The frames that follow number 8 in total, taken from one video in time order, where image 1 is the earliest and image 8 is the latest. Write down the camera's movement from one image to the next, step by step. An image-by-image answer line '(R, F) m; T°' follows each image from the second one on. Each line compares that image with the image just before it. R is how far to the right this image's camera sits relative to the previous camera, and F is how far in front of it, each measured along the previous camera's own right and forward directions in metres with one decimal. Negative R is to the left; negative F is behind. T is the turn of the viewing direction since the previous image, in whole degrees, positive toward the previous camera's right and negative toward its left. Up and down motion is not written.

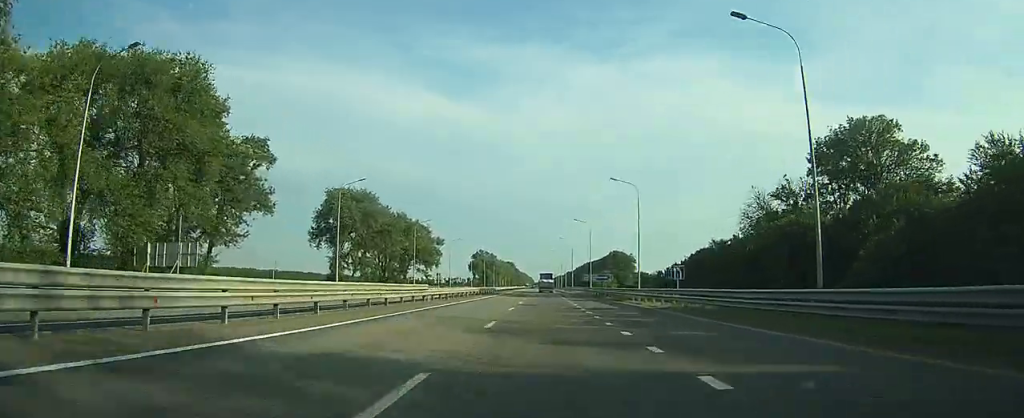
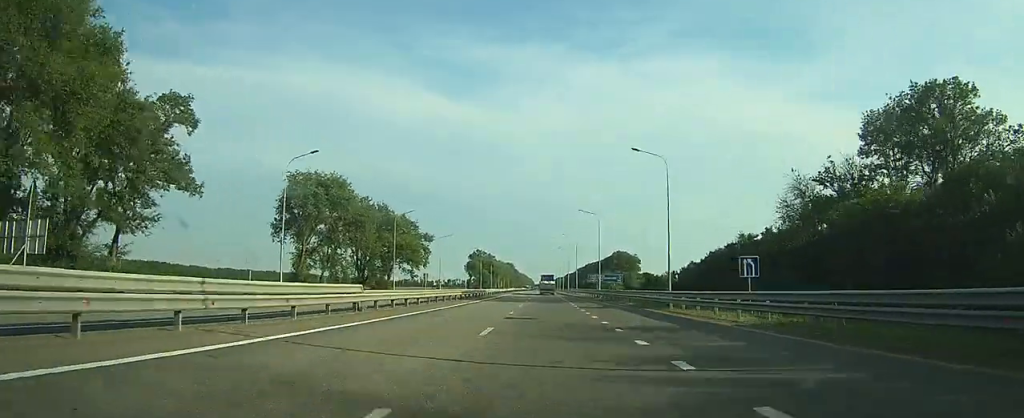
(0.0, +14.0) m; 0°
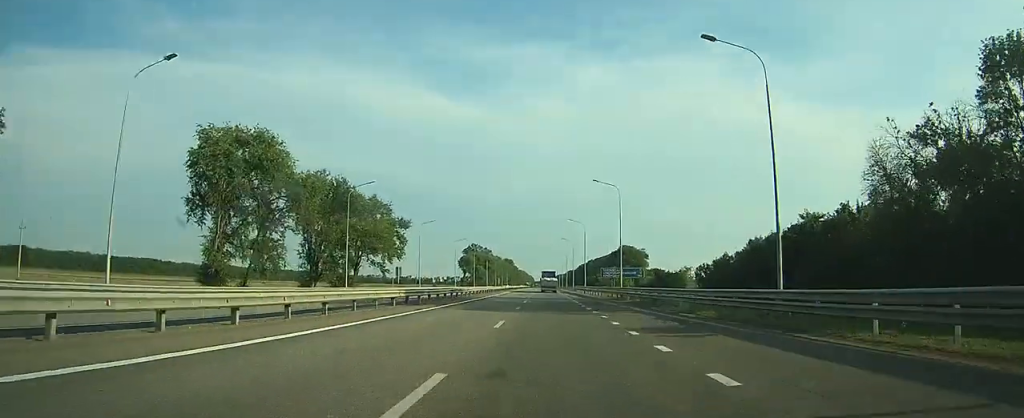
(0.0, +21.7) m; 0°
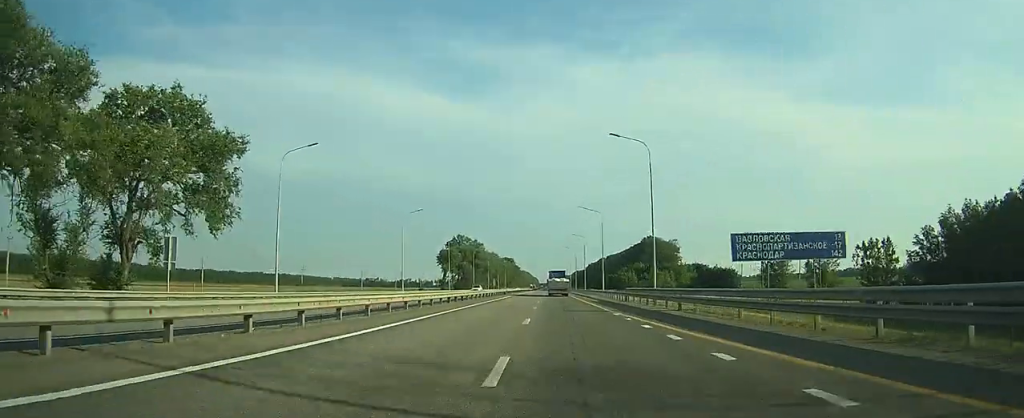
(-0.1, +57.6) m; 0°
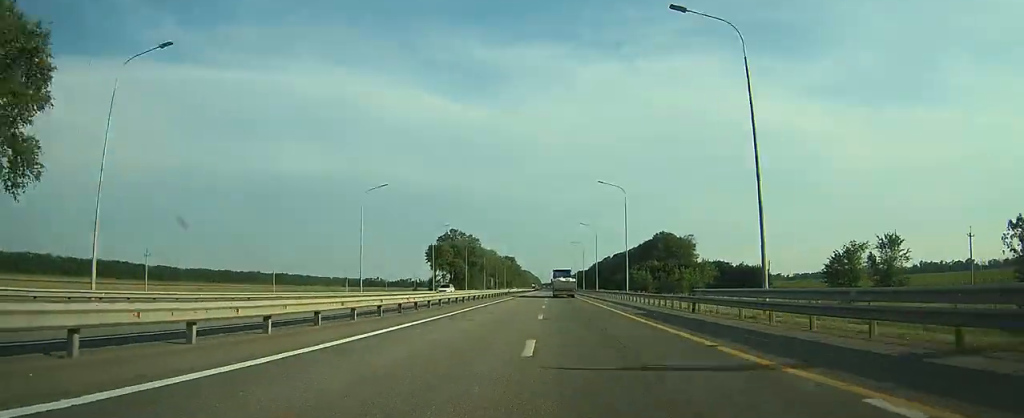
(0.0, +20.7) m; 0°
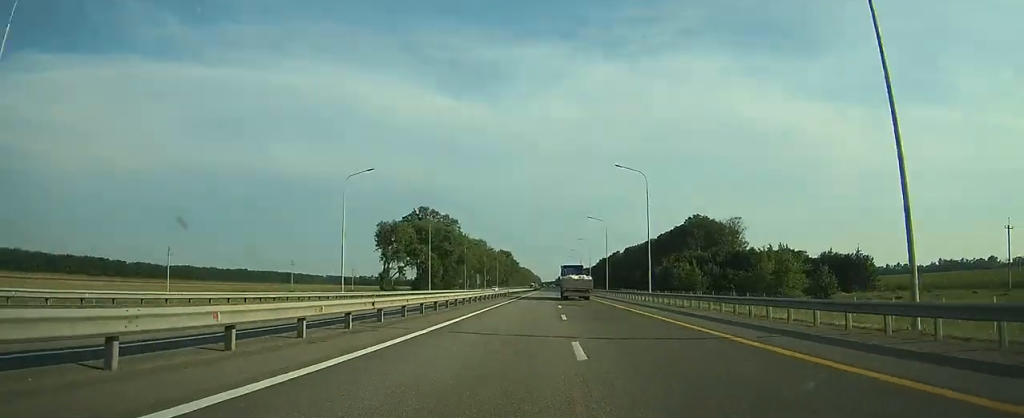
(-0.3, +48.2) m; 0°
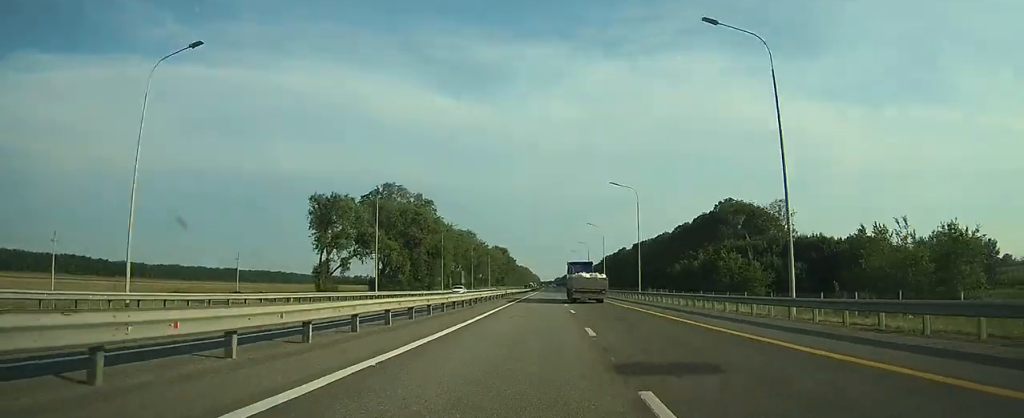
(0.0, +30.8) m; 0°
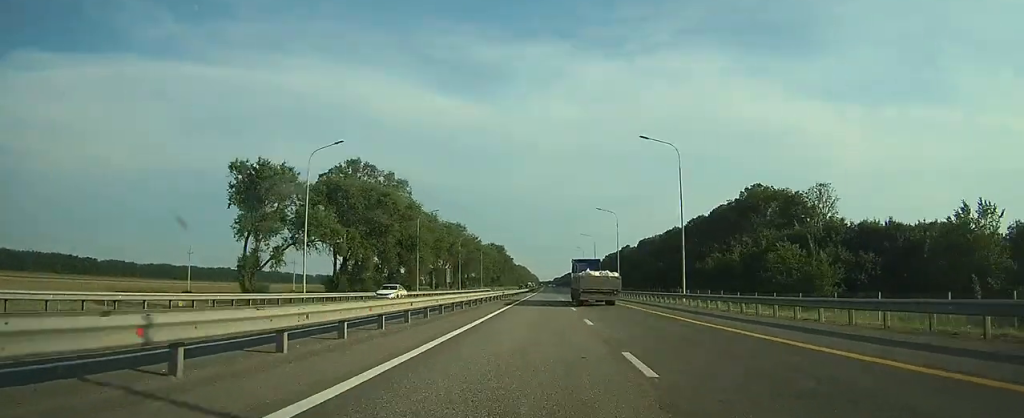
(+0.1, +19.8) m; 0°
